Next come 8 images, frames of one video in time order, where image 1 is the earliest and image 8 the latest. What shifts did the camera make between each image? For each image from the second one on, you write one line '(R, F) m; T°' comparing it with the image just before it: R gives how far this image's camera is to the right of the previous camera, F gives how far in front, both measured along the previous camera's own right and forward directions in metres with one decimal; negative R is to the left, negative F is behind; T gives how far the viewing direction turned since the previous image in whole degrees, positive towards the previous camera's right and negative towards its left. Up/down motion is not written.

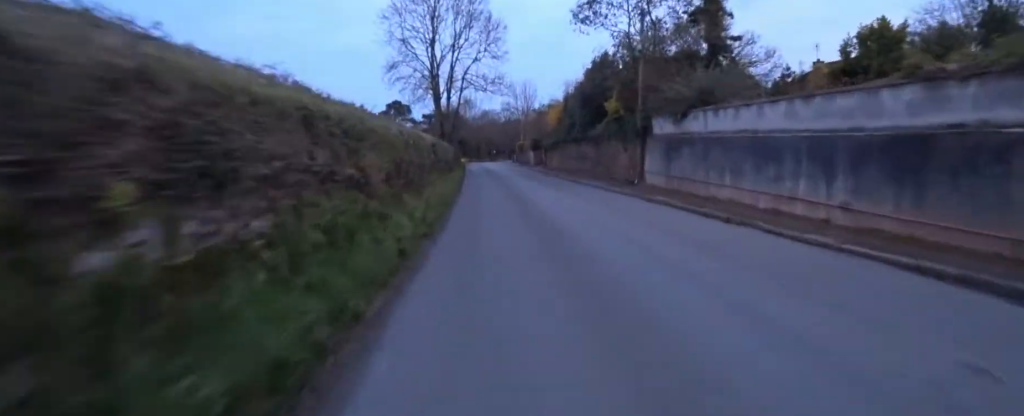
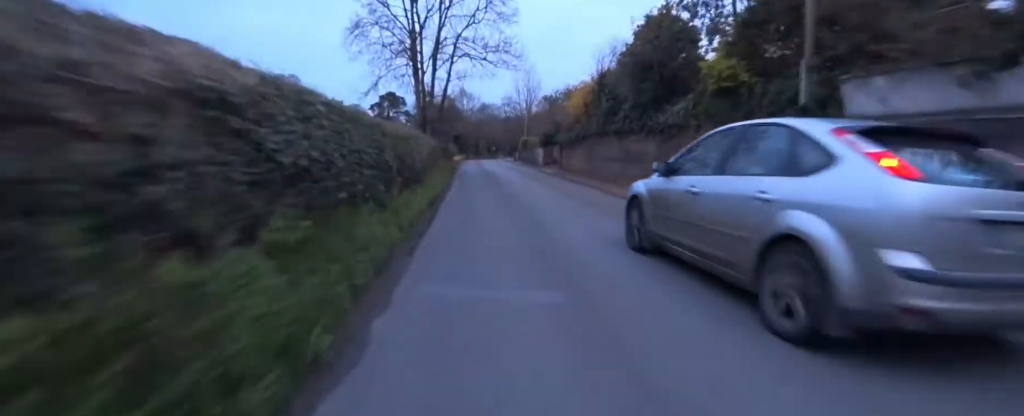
(0.0, +8.2) m; +2°
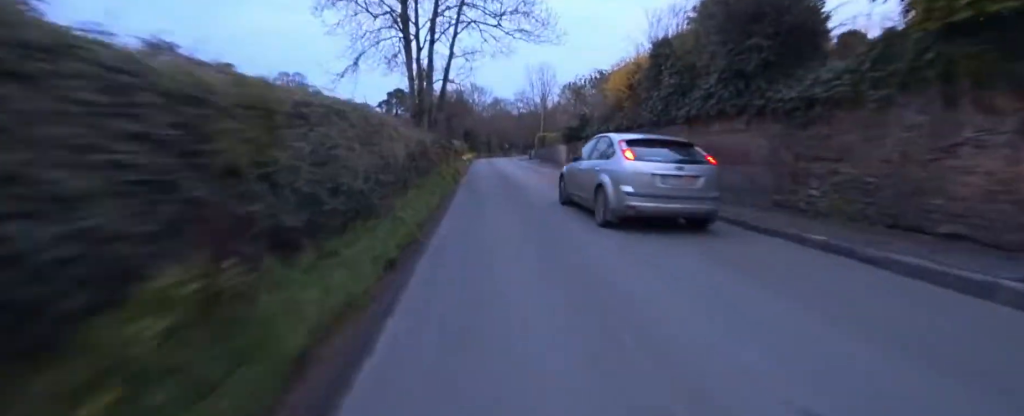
(+0.1, +5.0) m; +1°
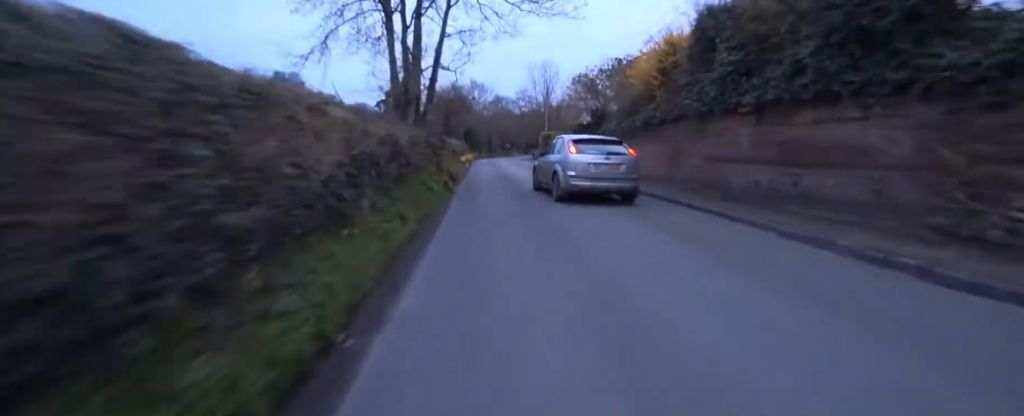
(+0.1, +3.1) m; 0°
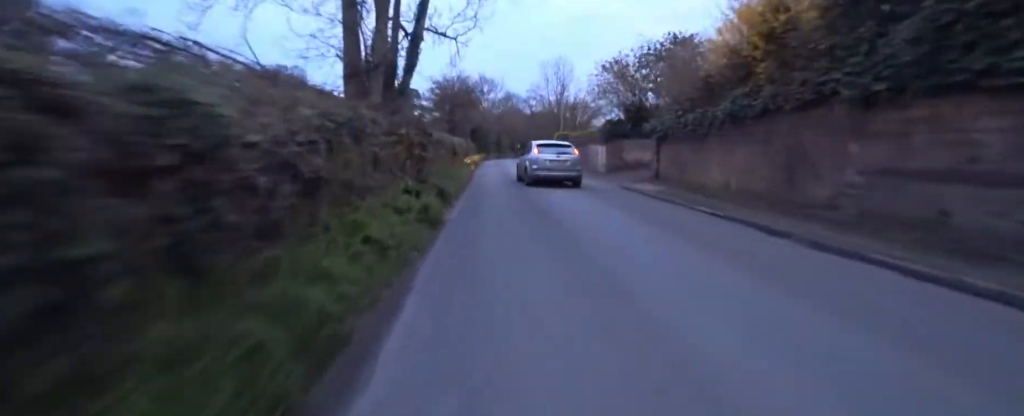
(0.0, +5.0) m; -1°
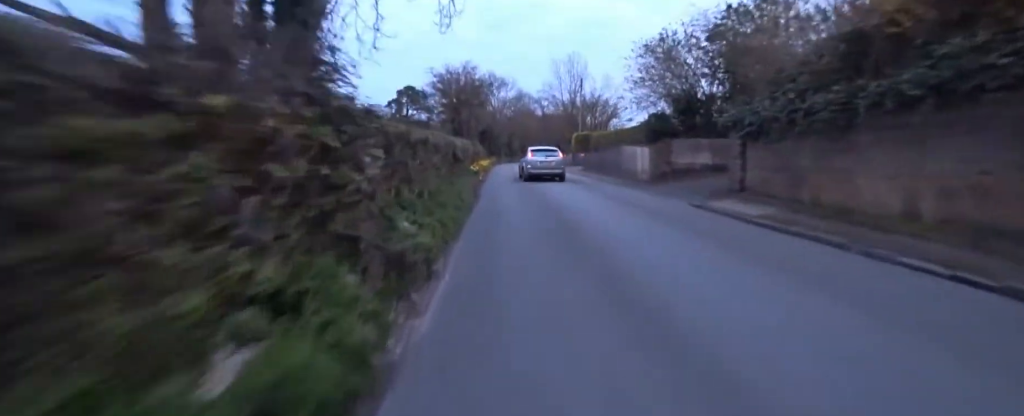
(-0.1, +4.8) m; -2°
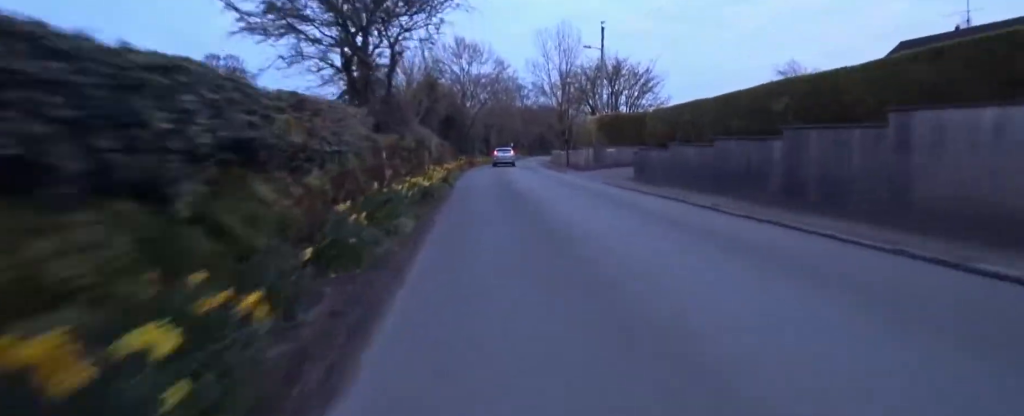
(+0.3, +17.5) m; +9°
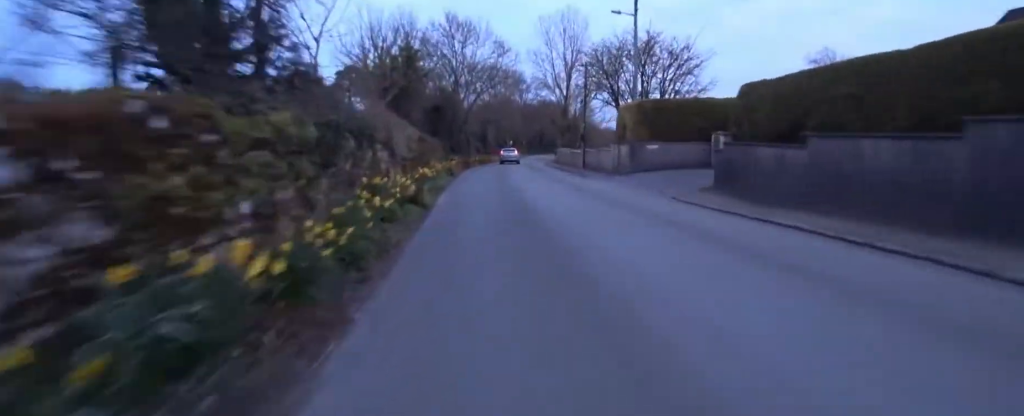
(+0.9, +6.8) m; 0°
